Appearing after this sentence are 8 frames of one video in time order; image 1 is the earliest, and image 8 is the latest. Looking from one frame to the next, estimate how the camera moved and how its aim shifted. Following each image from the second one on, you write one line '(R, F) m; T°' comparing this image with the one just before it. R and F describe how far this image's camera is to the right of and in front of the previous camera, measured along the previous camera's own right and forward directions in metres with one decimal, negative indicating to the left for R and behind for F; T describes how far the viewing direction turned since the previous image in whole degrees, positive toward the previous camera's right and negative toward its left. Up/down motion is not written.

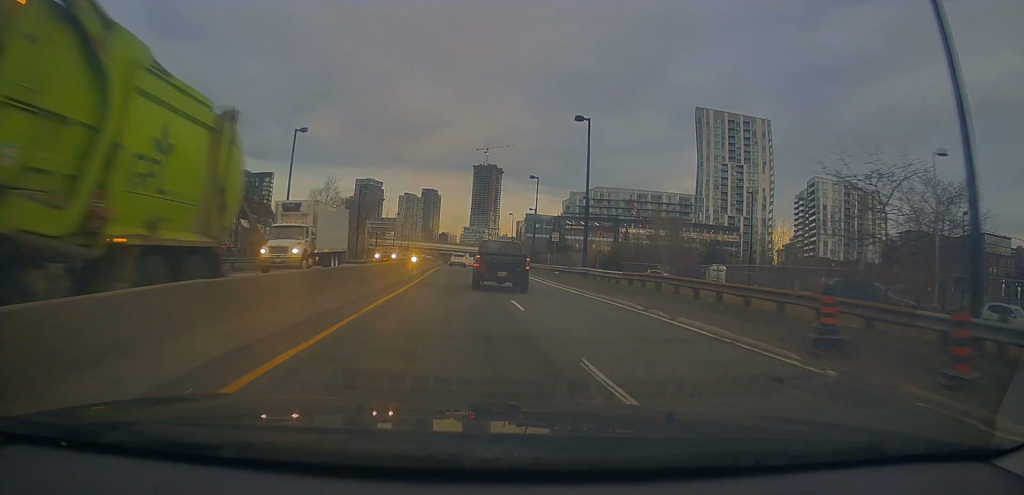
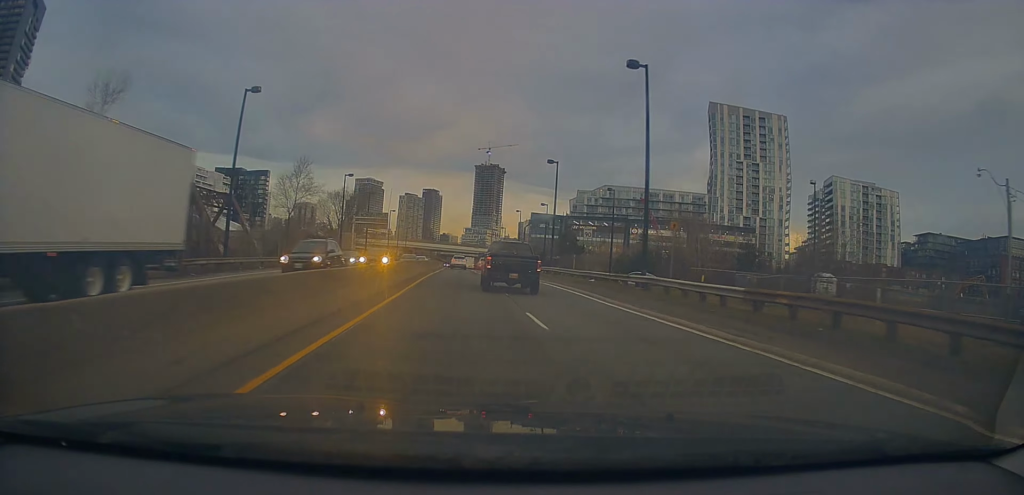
(-0.2, +11.8) m; -1°
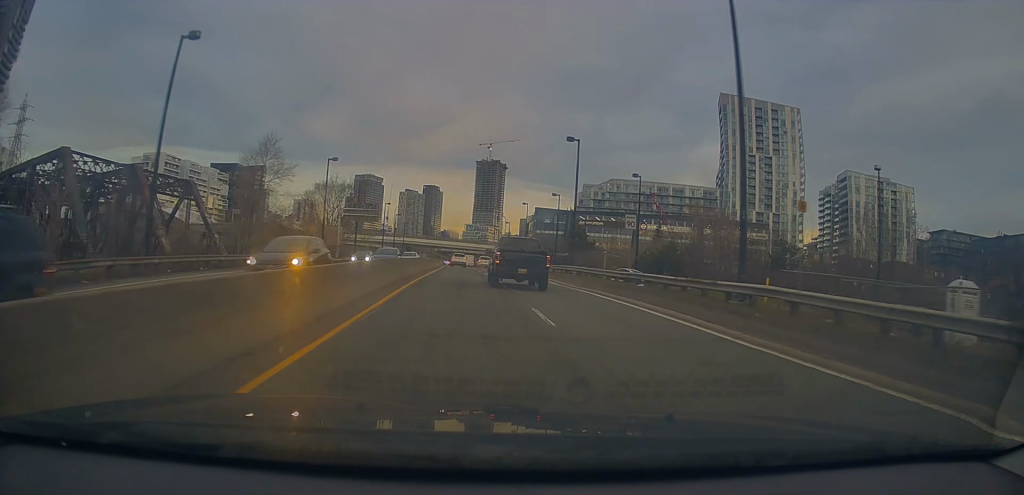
(-0.2, +9.1) m; 0°
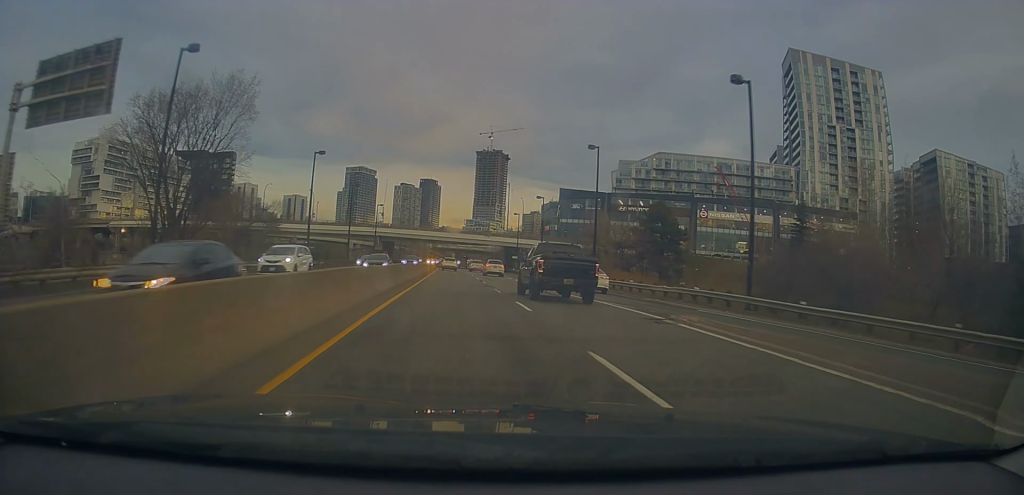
(+0.2, +52.1) m; +1°
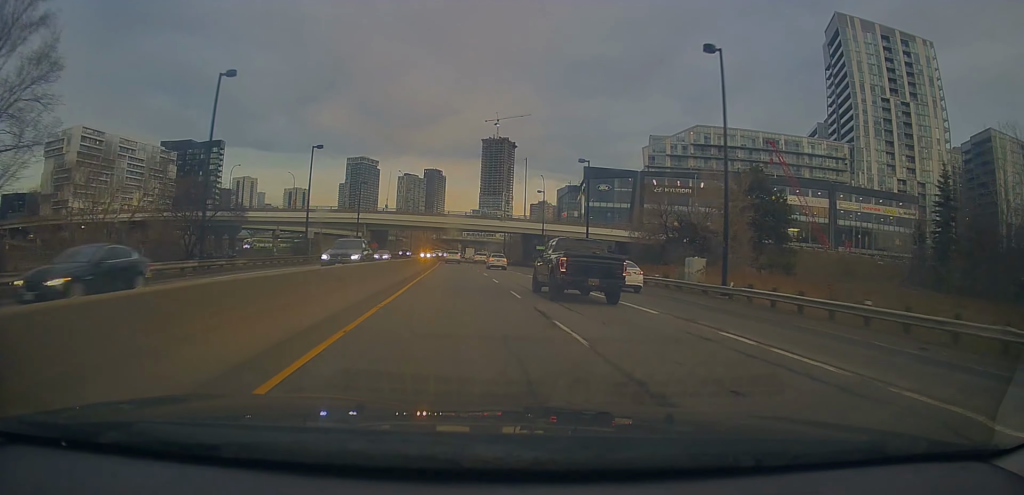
(+0.4, +24.3) m; 0°
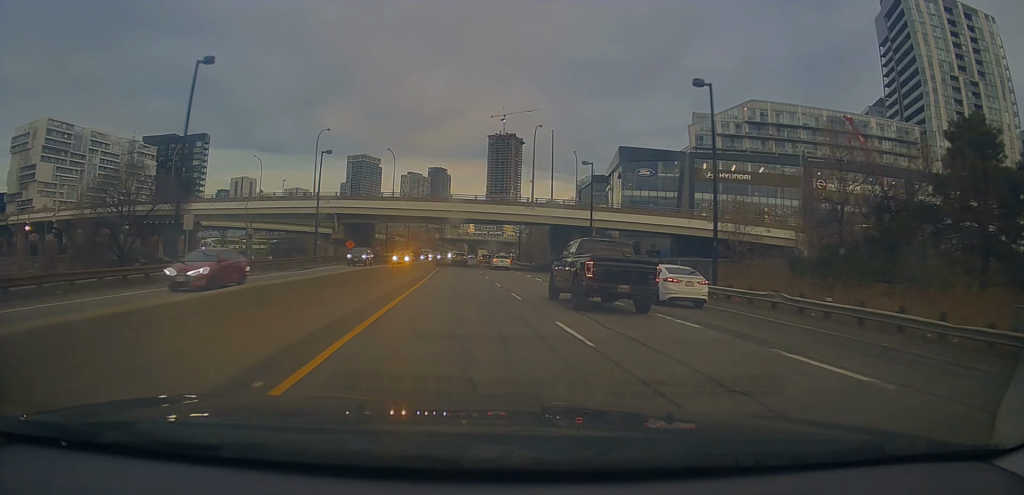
(-0.6, +26.3) m; -1°
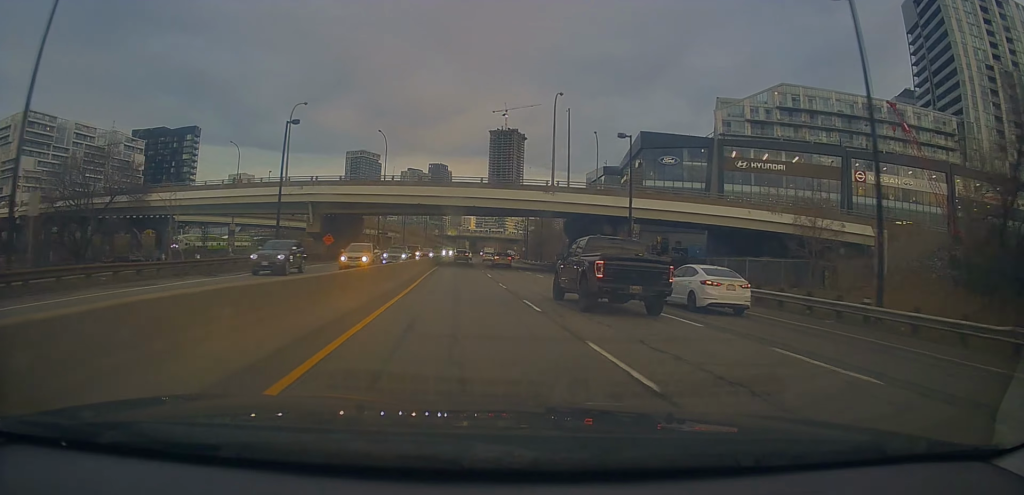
(0.0, +12.1) m; 0°
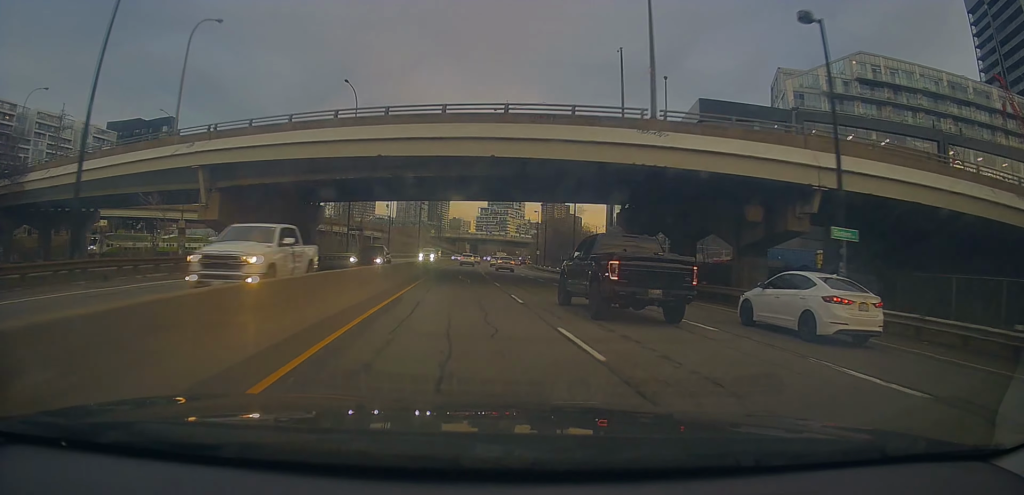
(-0.2, +24.8) m; 0°
